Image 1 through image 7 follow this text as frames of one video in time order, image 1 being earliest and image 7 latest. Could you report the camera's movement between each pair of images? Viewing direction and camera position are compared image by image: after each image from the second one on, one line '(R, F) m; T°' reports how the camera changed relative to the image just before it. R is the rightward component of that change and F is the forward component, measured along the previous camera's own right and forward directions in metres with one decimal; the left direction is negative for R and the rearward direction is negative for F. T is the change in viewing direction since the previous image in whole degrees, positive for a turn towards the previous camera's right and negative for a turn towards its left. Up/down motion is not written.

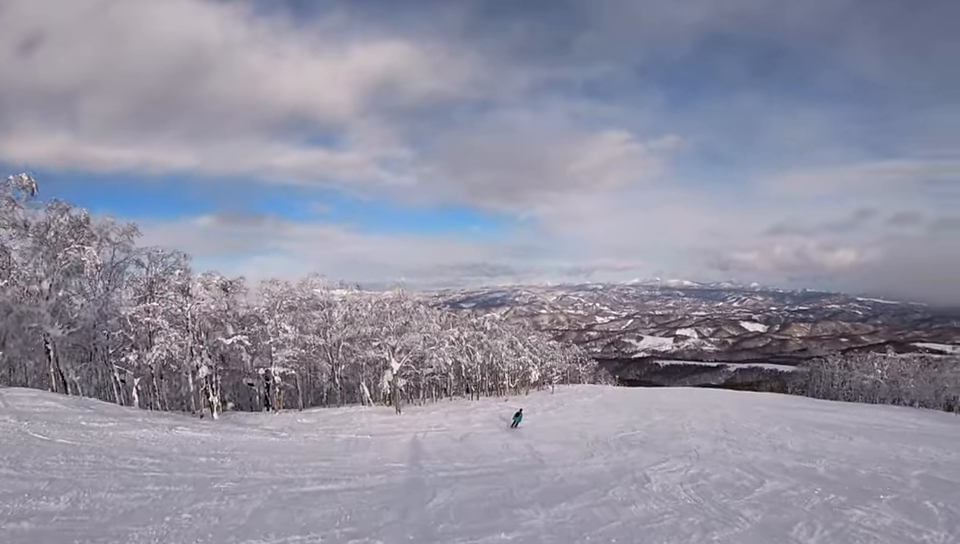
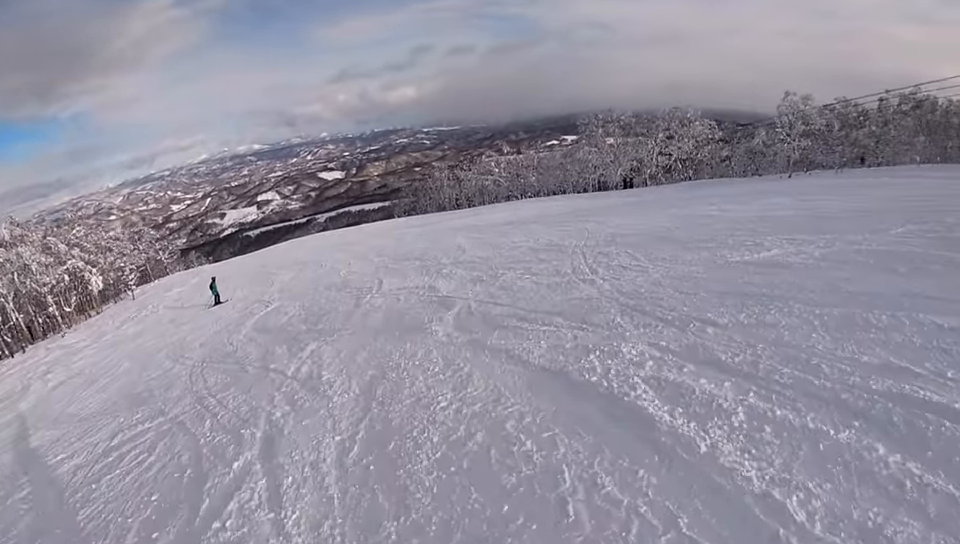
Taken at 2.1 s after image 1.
(+3.8, +15.0) m; +27°
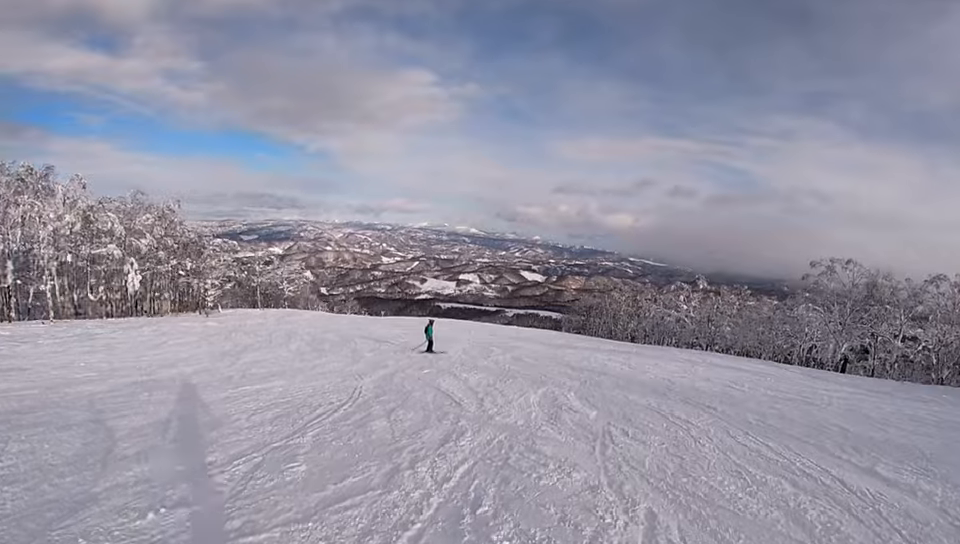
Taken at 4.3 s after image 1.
(+1.2, +17.7) m; -8°
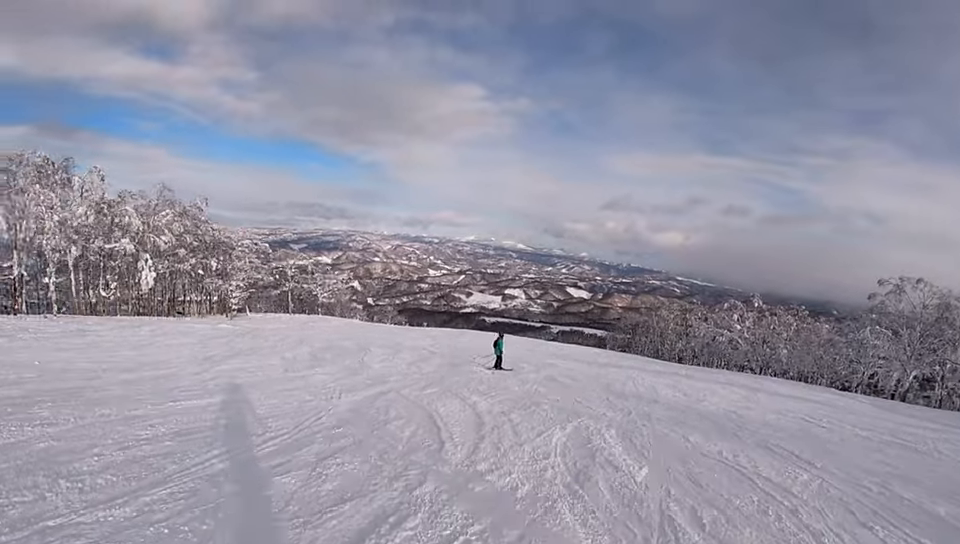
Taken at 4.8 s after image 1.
(-0.4, +3.4) m; -8°
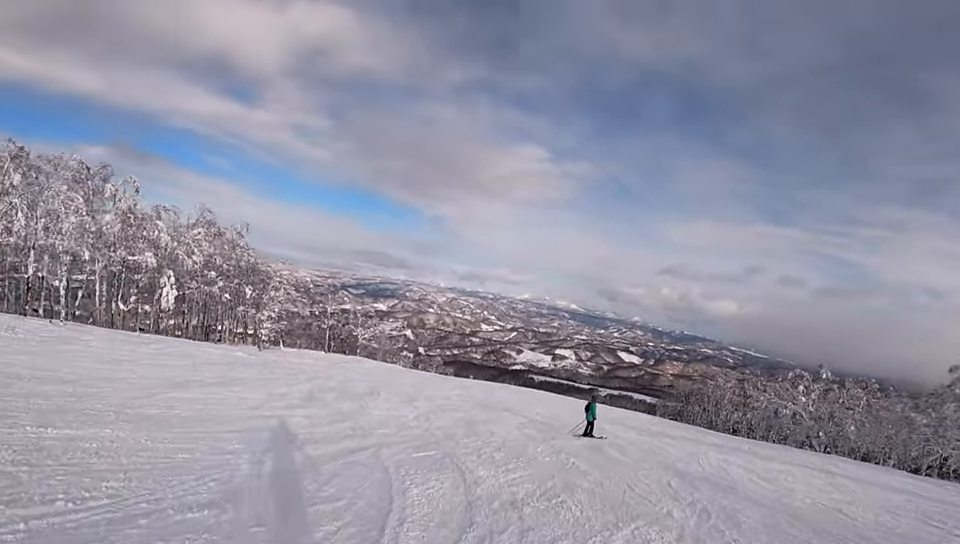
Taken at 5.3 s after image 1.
(-0.4, +3.8) m; -10°
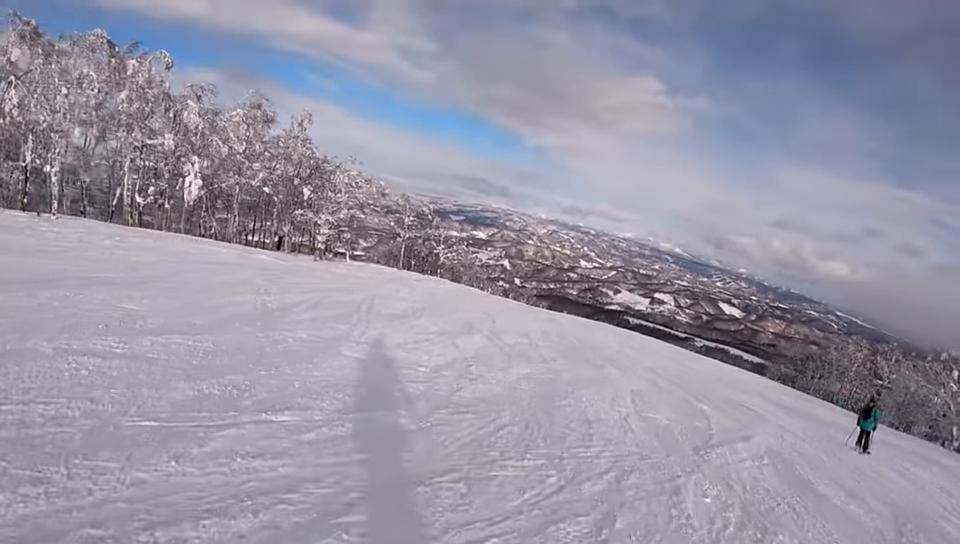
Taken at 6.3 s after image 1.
(-1.1, +7.6) m; -20°
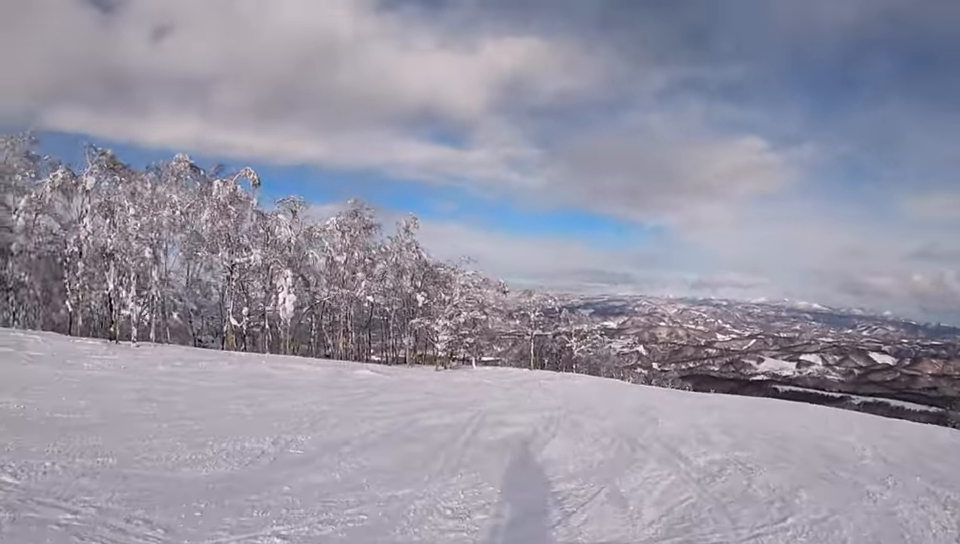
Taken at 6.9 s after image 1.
(-0.7, +4.6) m; -7°
